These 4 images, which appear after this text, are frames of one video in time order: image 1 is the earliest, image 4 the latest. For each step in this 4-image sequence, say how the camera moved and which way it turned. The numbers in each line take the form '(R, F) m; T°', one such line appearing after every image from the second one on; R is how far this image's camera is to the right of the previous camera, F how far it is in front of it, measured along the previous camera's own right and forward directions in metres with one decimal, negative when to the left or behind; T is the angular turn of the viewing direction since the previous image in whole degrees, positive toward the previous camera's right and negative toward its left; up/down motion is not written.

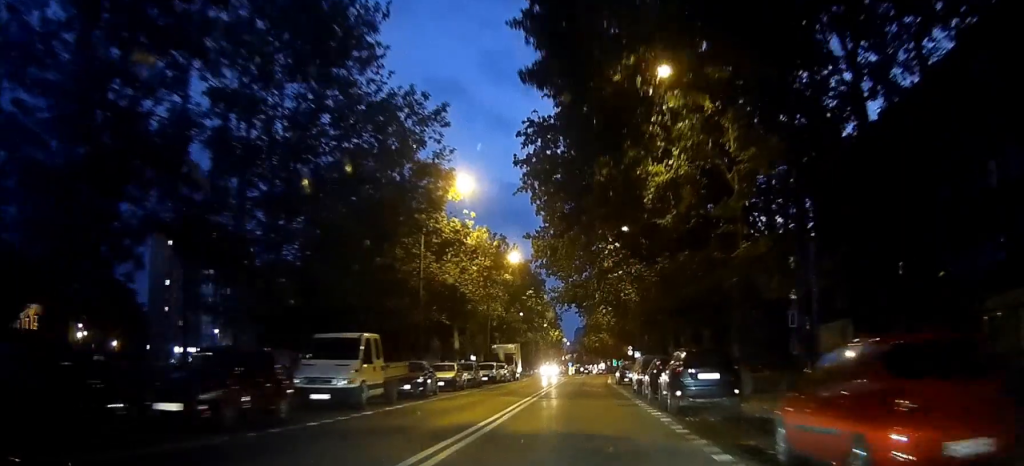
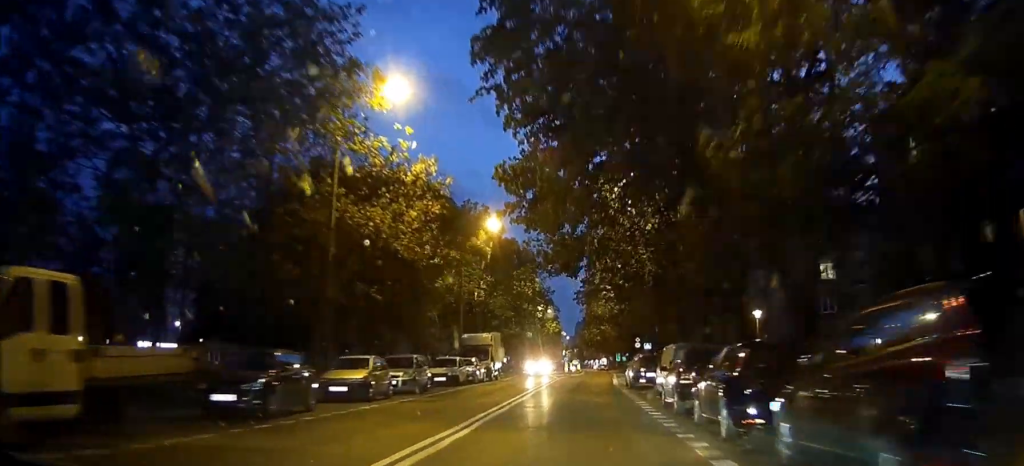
(-0.1, +14.7) m; -1°
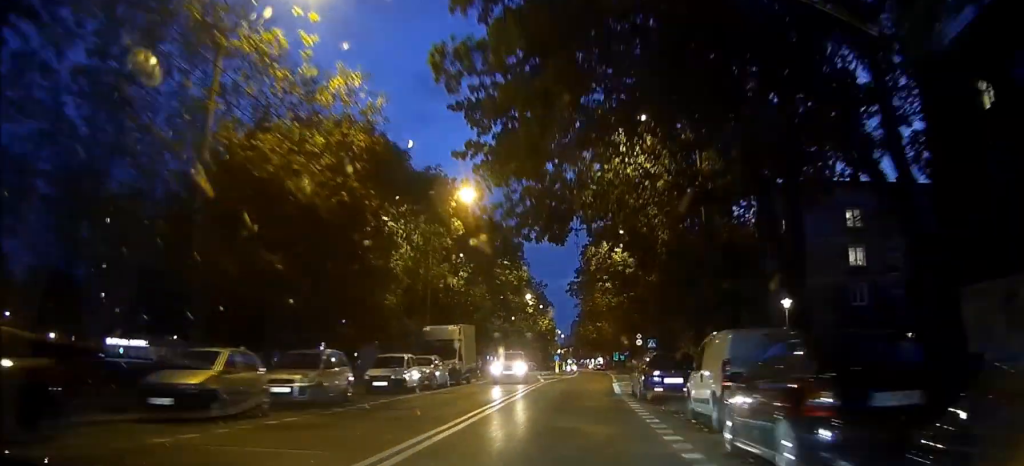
(0.0, +9.8) m; -1°
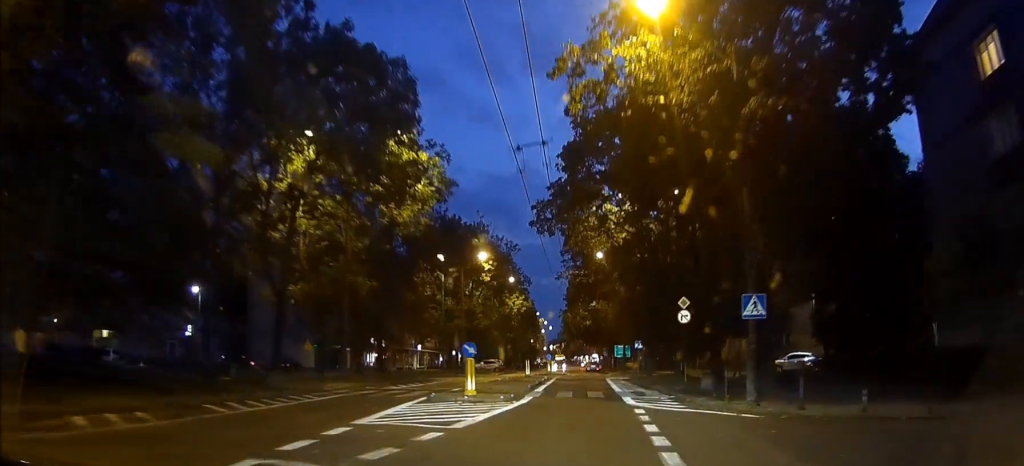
(-0.4, +39.6) m; +4°
